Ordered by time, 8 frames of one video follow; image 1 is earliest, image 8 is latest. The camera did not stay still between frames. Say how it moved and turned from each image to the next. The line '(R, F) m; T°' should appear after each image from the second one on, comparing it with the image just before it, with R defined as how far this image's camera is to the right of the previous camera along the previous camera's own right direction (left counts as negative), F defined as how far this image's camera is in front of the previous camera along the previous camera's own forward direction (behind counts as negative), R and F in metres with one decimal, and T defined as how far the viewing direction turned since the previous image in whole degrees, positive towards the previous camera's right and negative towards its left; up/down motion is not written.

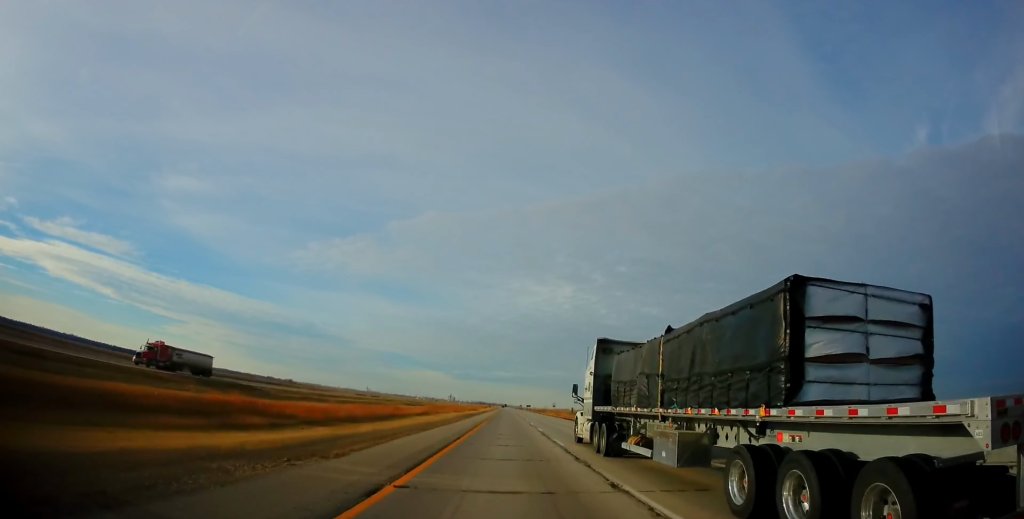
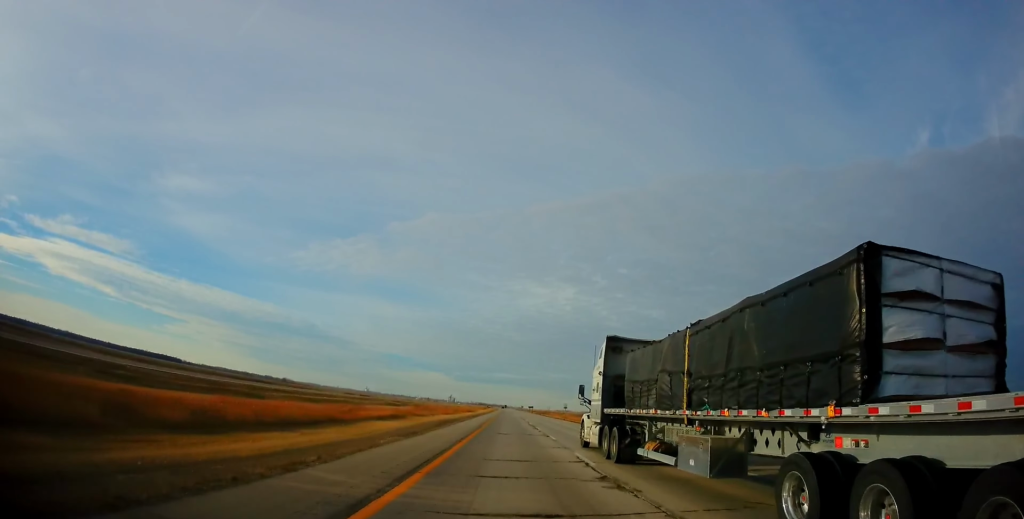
(-0.2, +30.4) m; 0°
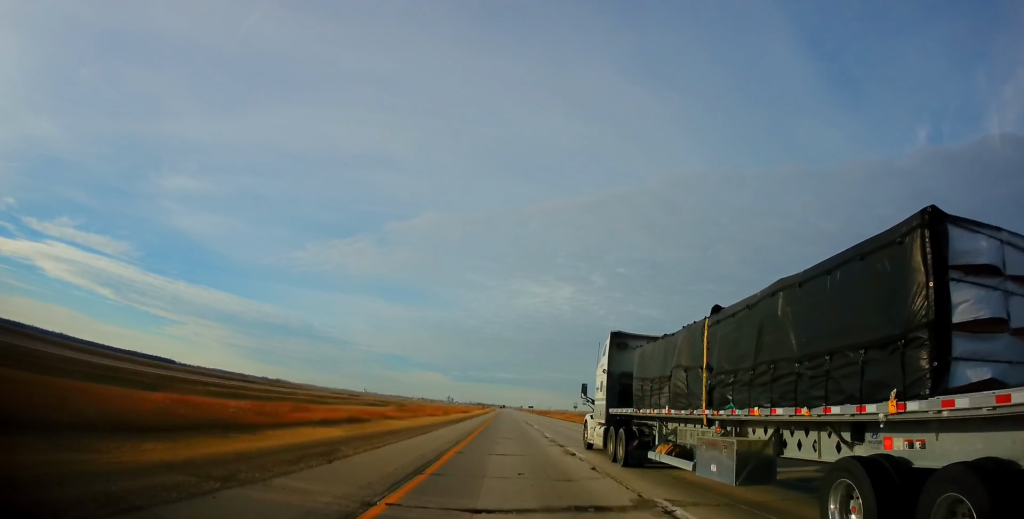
(0.0, +21.6) m; 0°
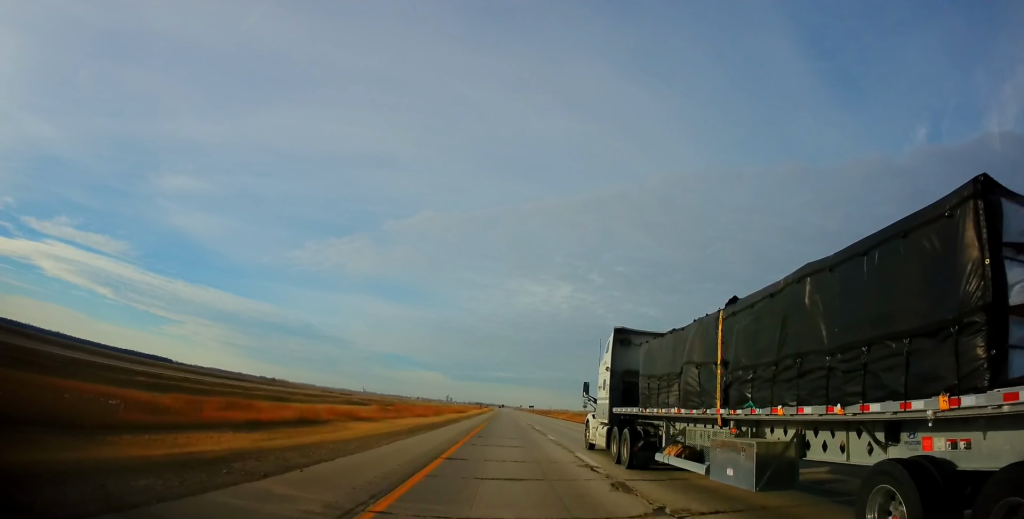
(0.0, +14.7) m; 0°
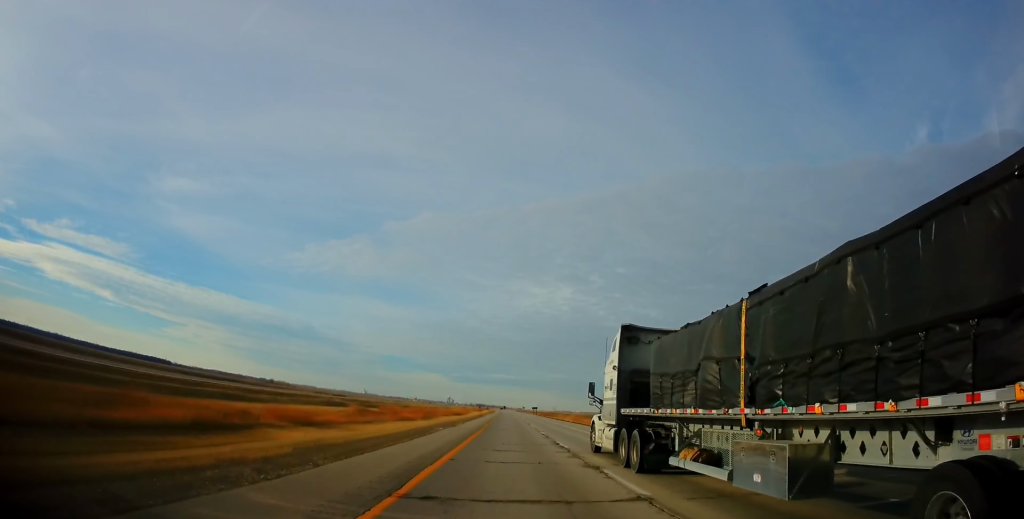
(-0.2, +16.8) m; 0°
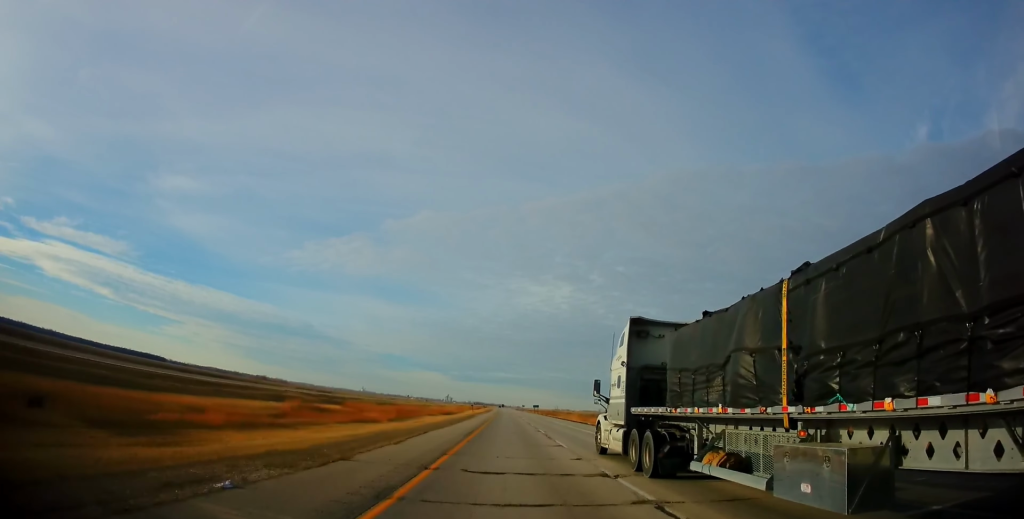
(+0.1, +24.7) m; 0°
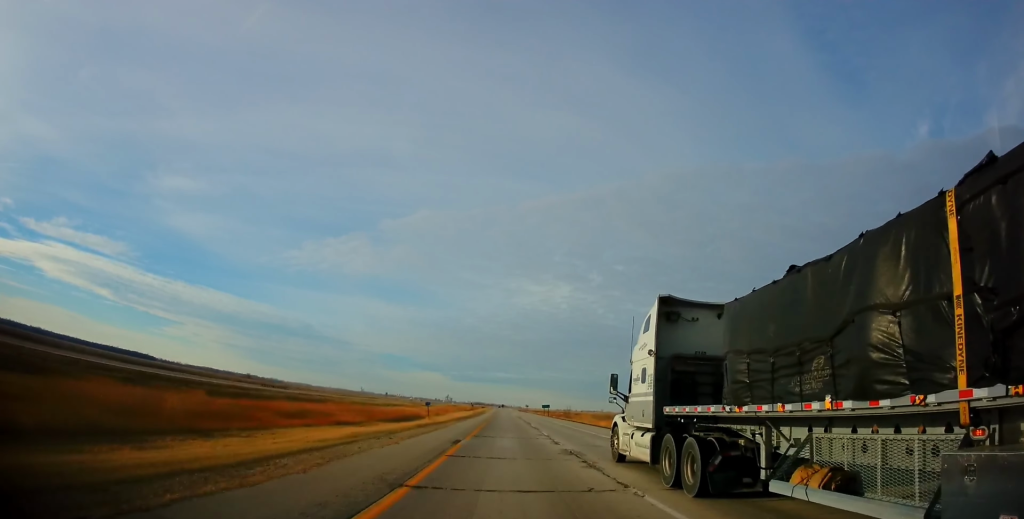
(+0.6, +63.2) m; 0°
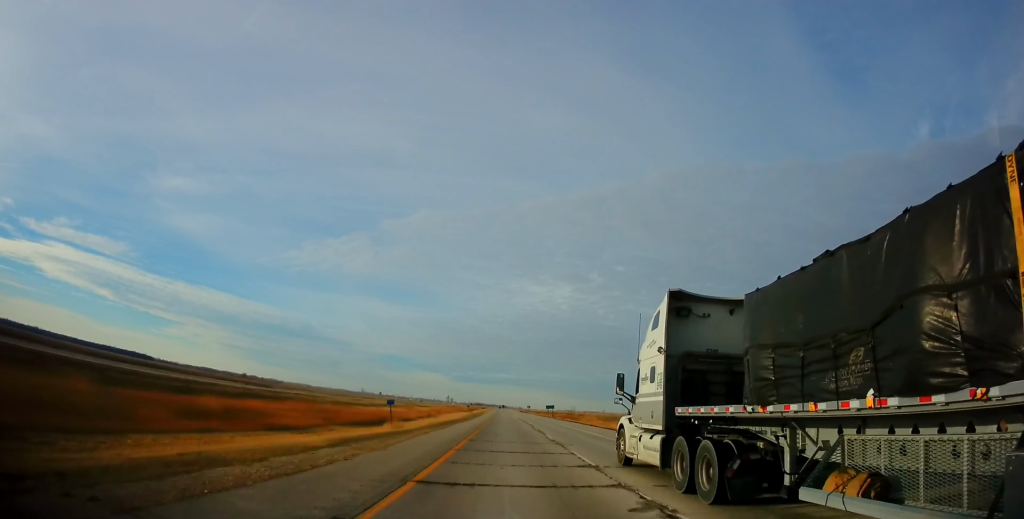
(0.0, +15.8) m; 0°
